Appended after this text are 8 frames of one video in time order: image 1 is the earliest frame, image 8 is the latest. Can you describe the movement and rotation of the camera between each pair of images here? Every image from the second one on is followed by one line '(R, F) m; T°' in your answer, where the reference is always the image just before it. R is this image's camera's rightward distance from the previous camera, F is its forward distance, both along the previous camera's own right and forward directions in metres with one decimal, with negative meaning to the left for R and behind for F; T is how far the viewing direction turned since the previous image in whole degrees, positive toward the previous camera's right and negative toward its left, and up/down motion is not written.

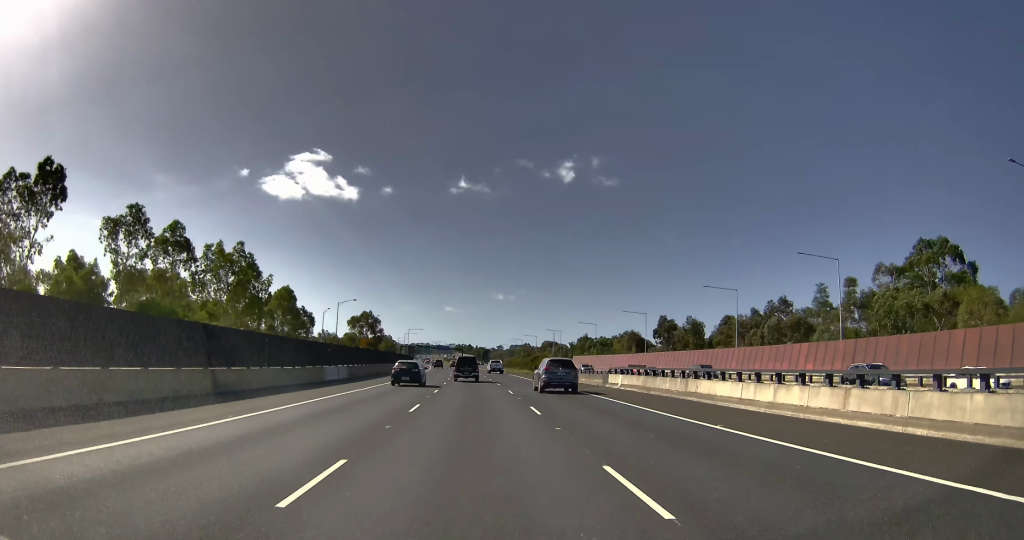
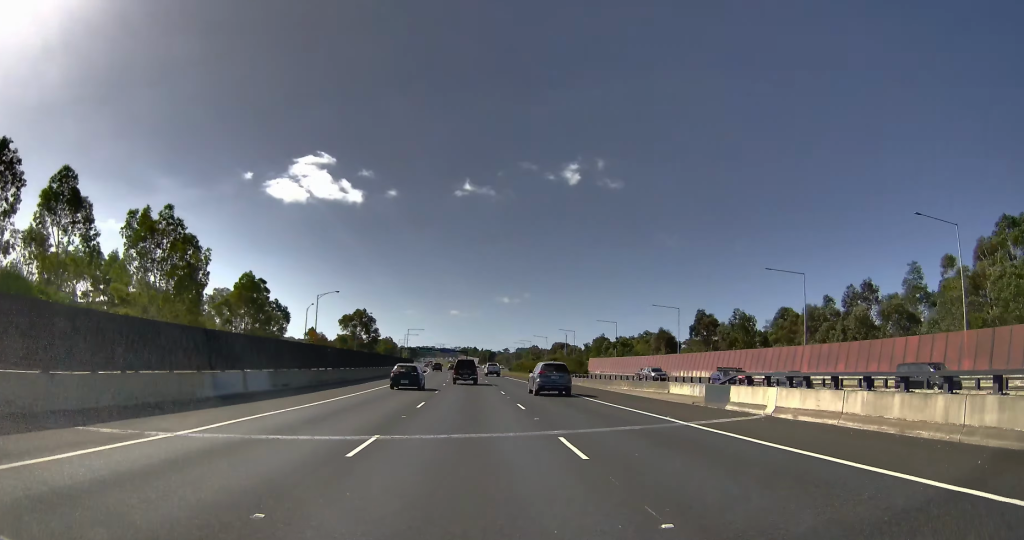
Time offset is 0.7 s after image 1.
(0.0, +20.3) m; 0°
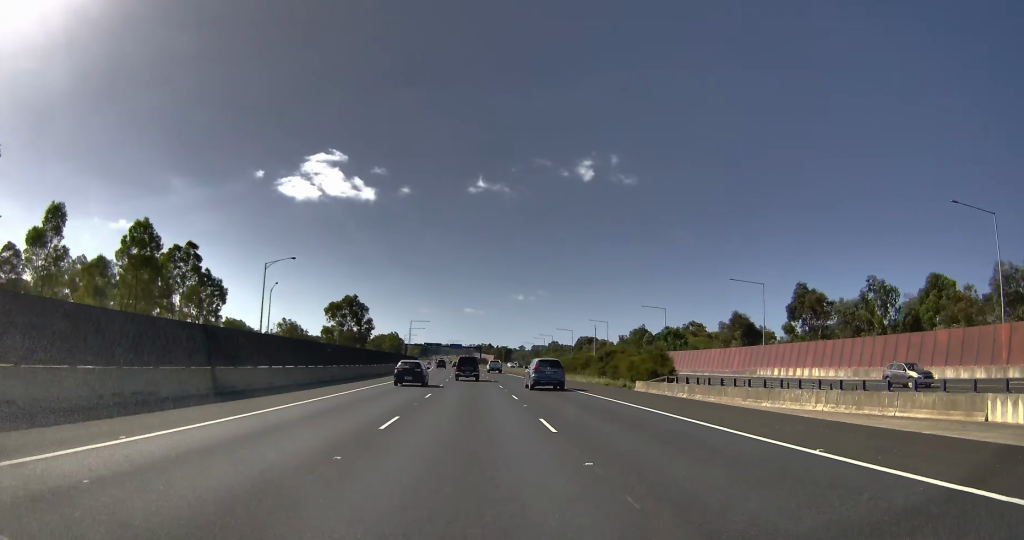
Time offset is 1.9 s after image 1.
(+0.2, +32.5) m; +1°
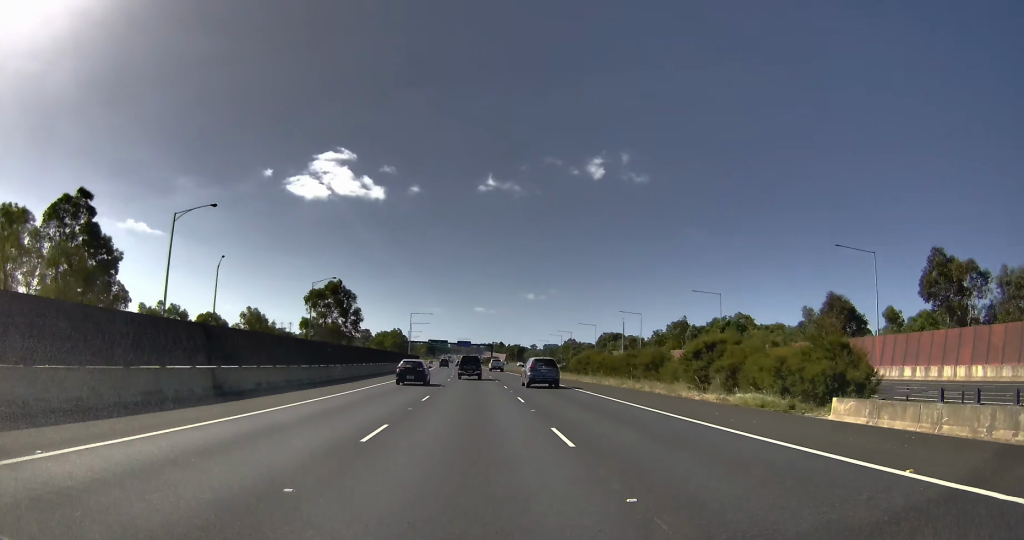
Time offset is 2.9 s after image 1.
(+0.4, +26.1) m; +2°
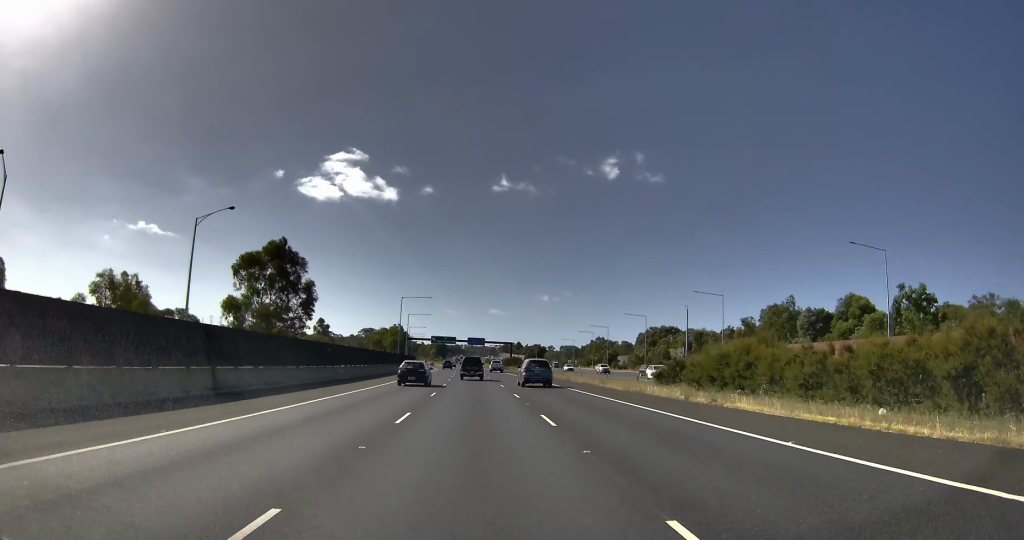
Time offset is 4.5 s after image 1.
(+0.5, +43.8) m; 0°
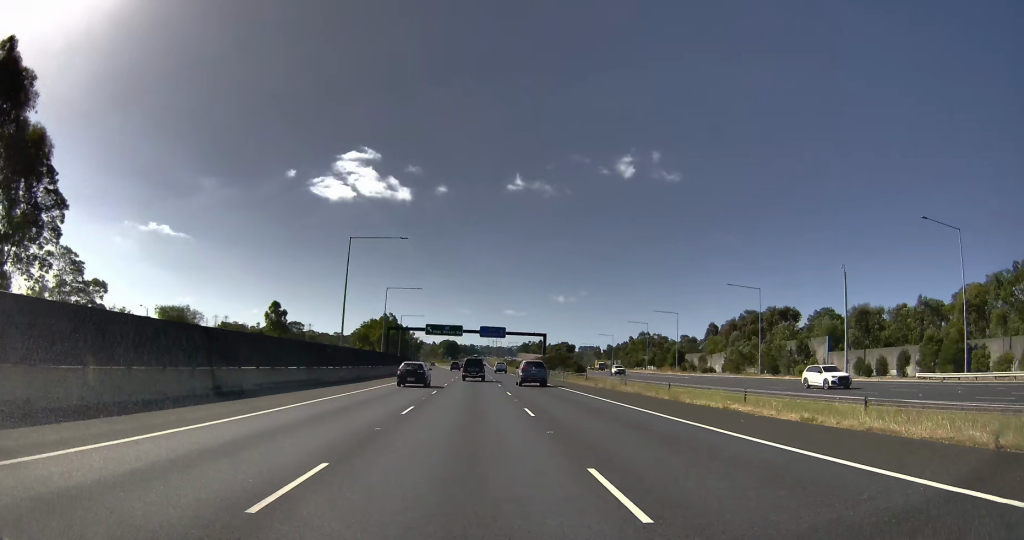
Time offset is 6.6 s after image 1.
(-0.1, +51.7) m; +2°
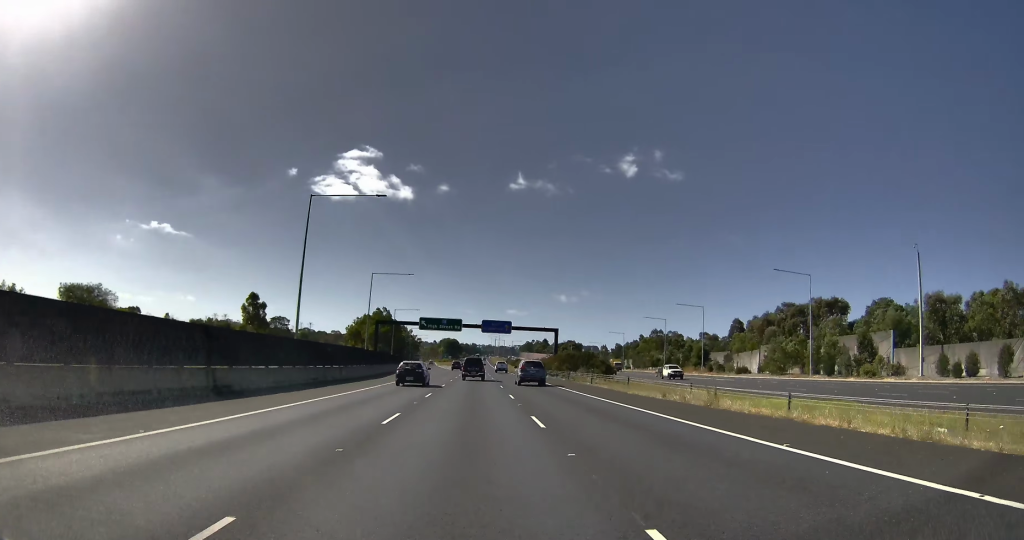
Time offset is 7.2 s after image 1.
(+0.3, +12.1) m; +1°
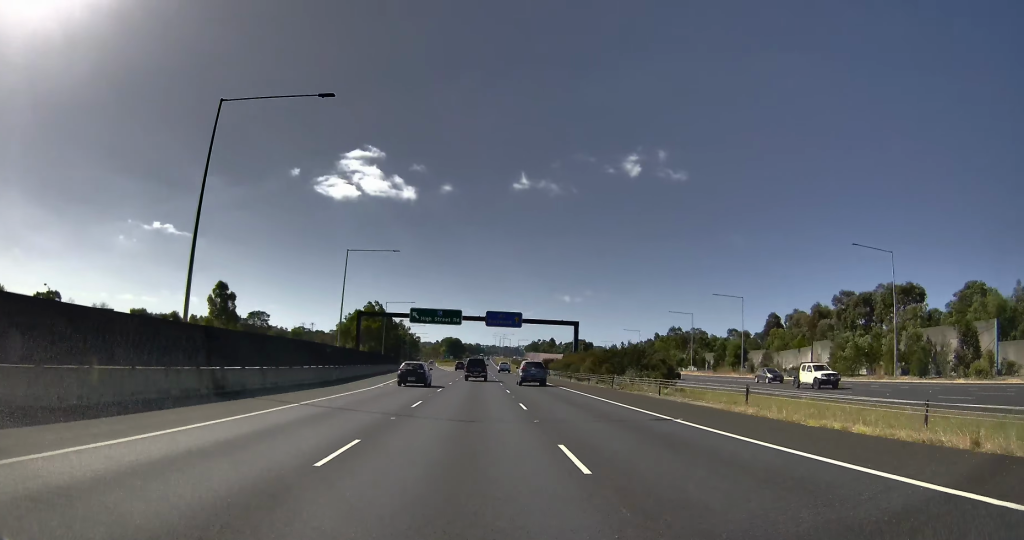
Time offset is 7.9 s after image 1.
(+0.1, +13.9) m; +1°
